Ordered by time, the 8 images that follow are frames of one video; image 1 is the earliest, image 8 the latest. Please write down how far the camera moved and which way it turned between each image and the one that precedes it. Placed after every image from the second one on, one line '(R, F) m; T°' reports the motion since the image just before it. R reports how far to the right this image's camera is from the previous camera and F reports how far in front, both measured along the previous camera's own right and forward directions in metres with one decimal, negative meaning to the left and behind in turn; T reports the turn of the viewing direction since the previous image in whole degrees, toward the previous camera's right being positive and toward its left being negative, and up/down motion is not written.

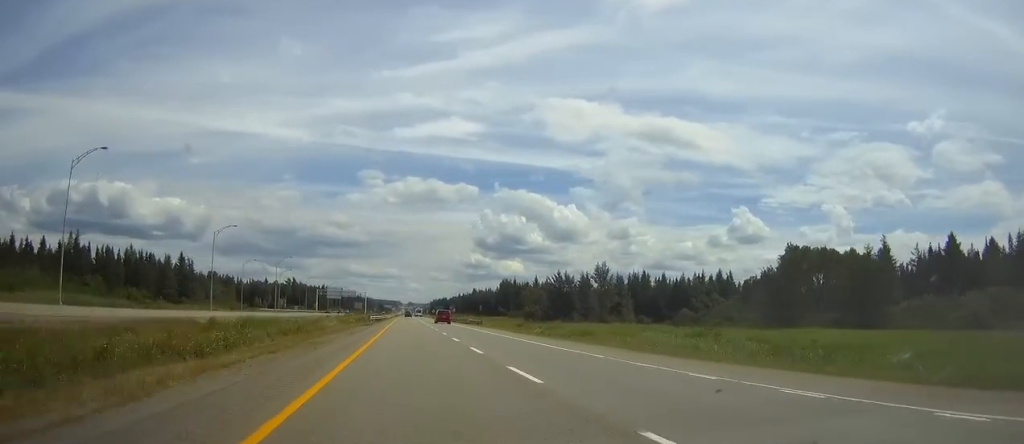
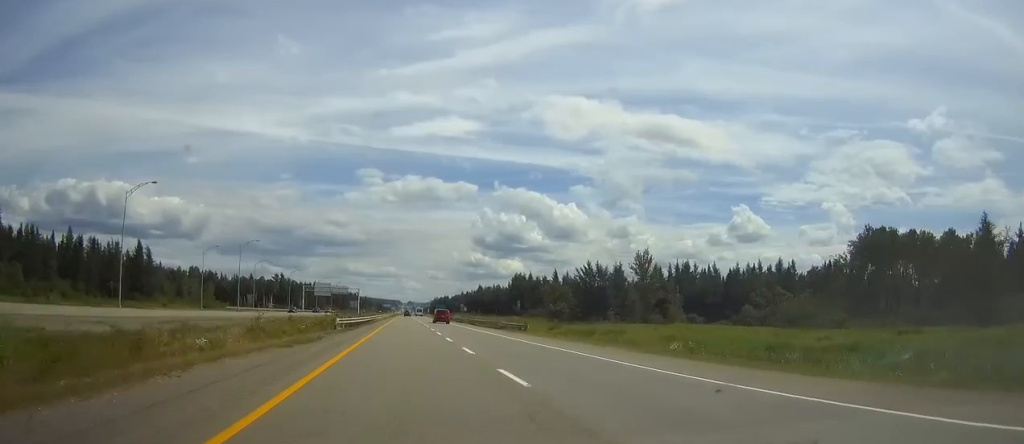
(0.0, +36.2) m; 0°
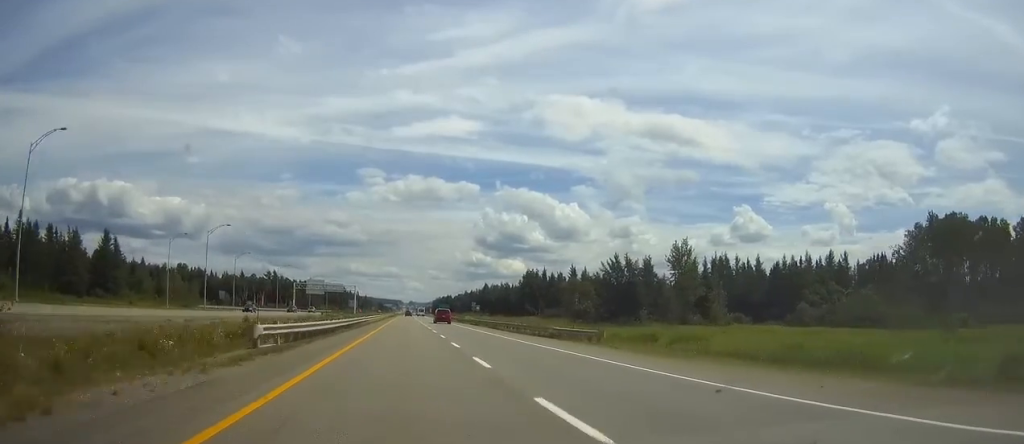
(0.0, +22.6) m; 0°
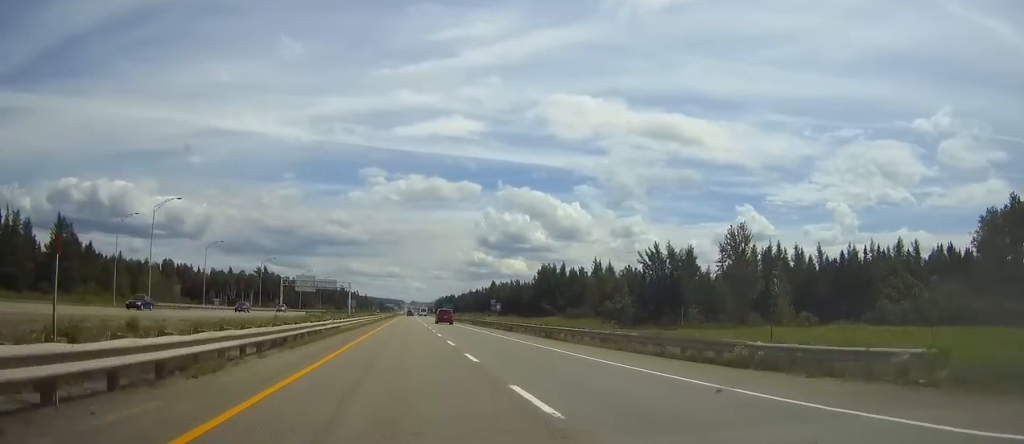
(0.0, +24.9) m; 0°
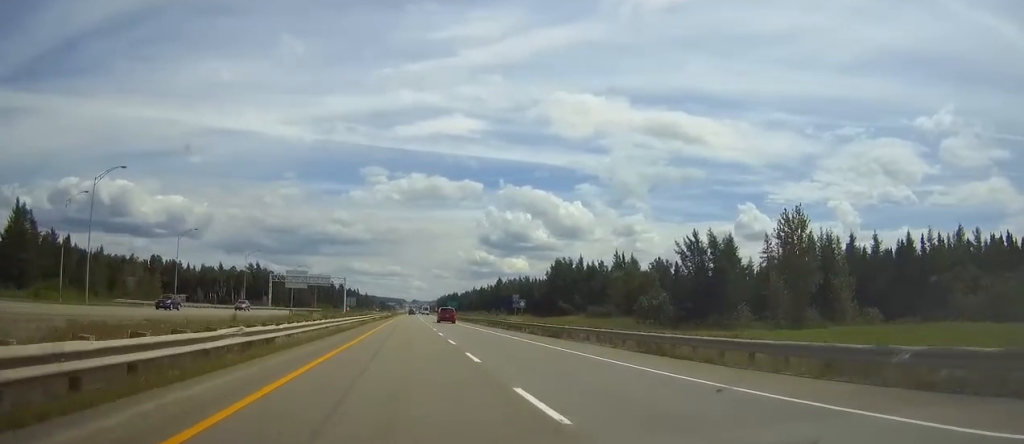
(0.0, +18.1) m; 0°
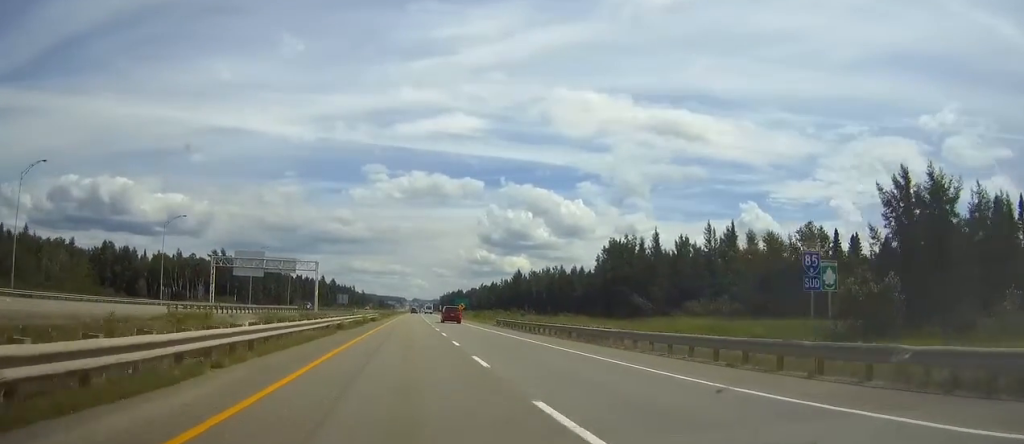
(0.0, +54.3) m; 0°
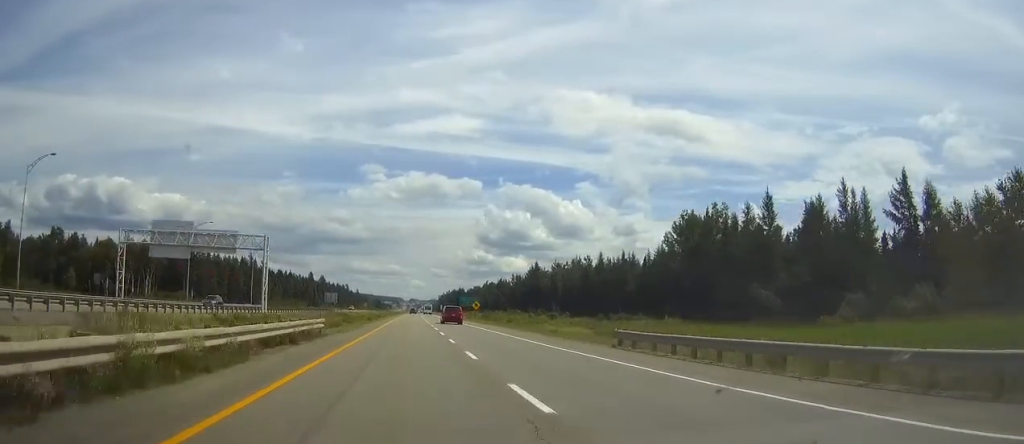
(-0.1, +41.9) m; 0°
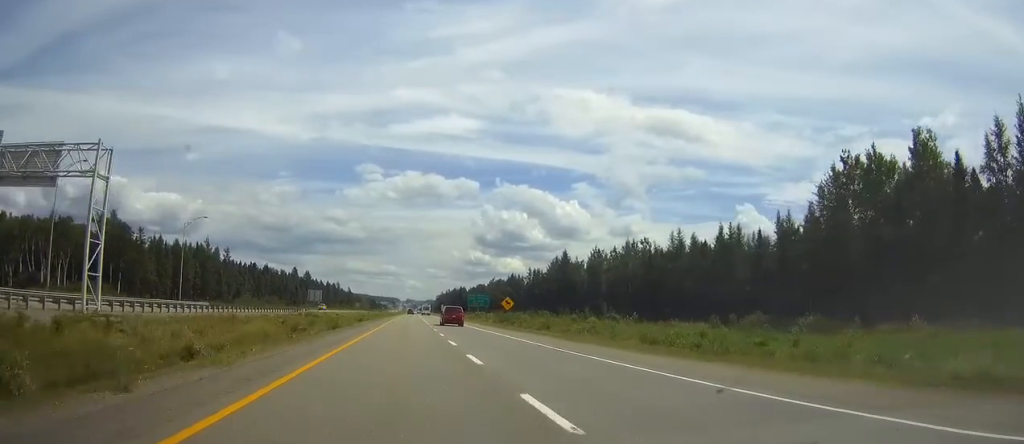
(+0.2, +45.3) m; 0°
